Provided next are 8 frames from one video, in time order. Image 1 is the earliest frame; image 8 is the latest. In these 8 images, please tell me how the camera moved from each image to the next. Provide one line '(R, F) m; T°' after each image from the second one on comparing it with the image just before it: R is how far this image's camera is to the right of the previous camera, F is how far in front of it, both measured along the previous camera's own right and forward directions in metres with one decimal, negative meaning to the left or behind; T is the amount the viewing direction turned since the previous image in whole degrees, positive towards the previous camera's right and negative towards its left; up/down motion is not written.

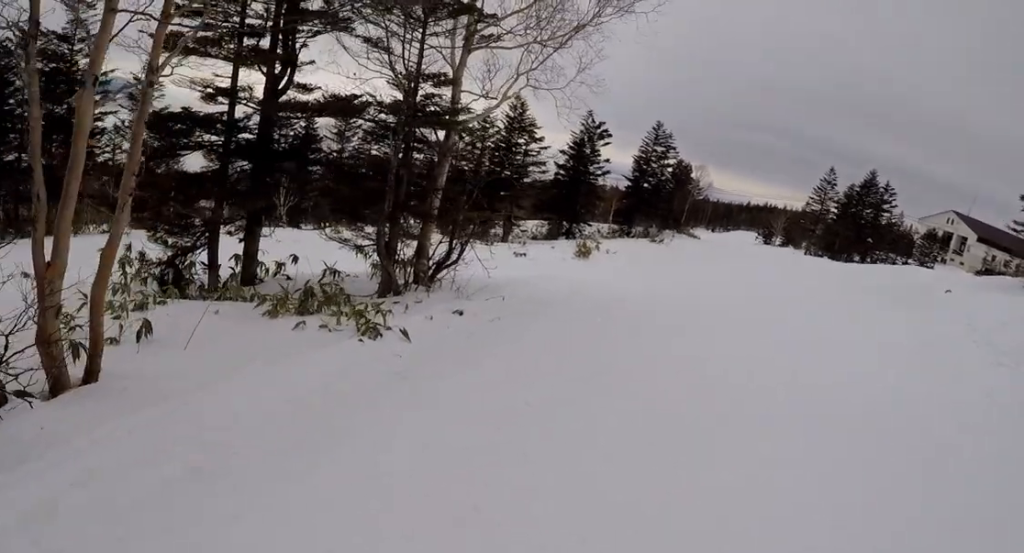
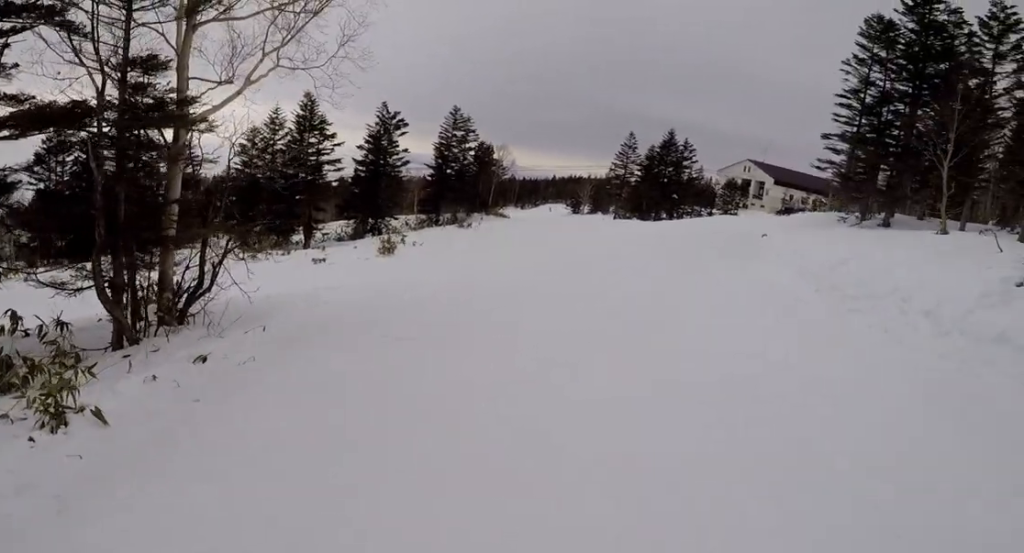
(+0.2, +2.6) m; +4°
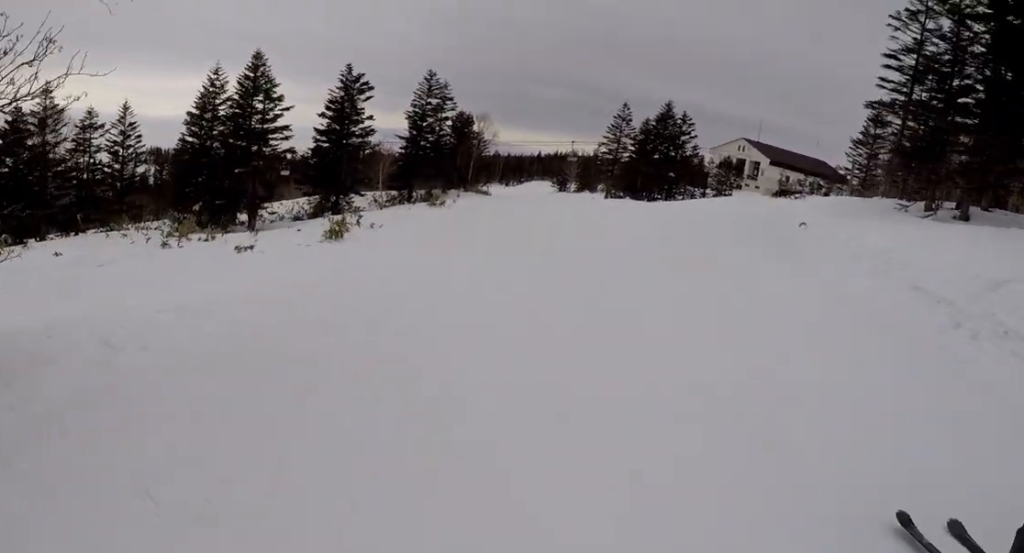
(0.0, +7.2) m; -4°
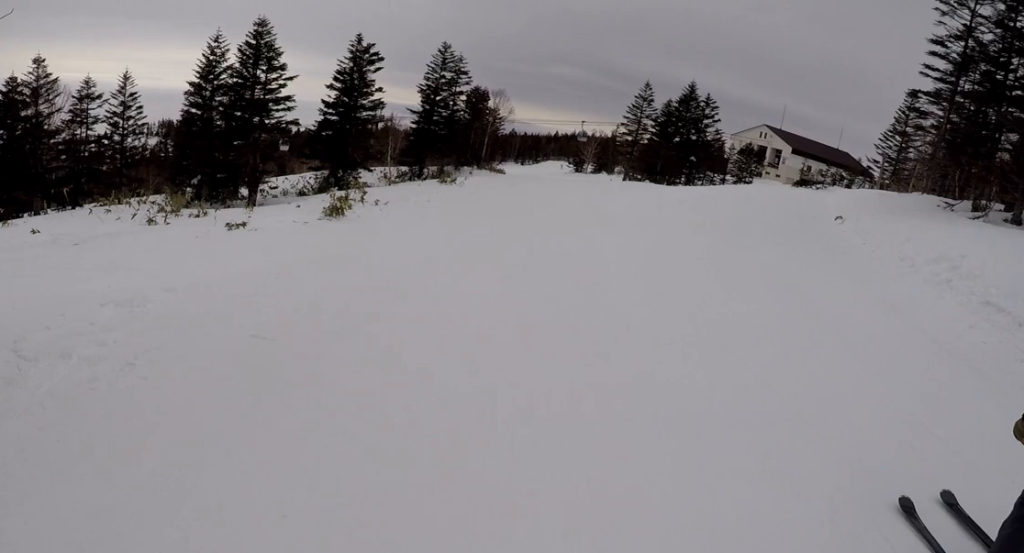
(+0.1, +2.0) m; -10°
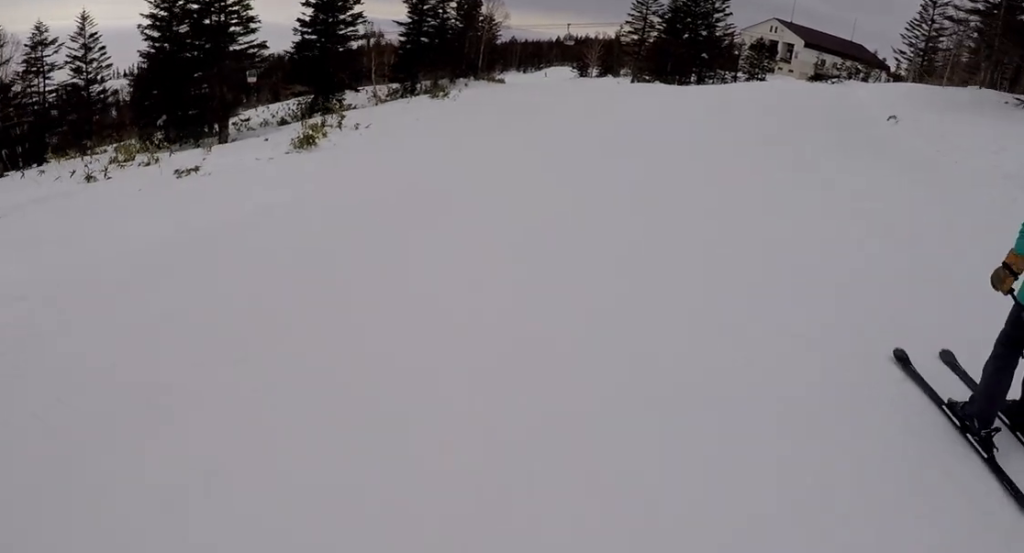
(-0.7, +3.3) m; -8°
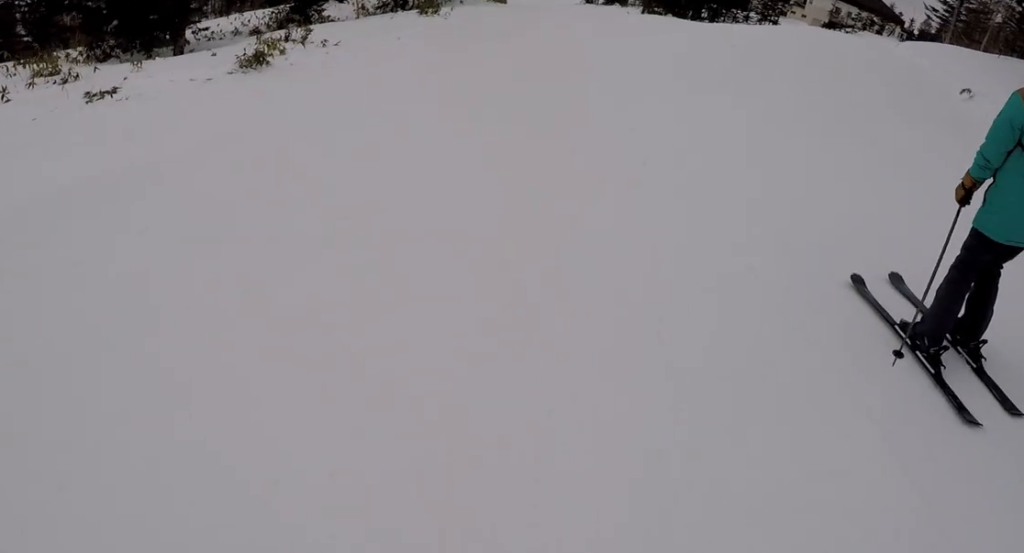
(-0.2, +3.8) m; +9°
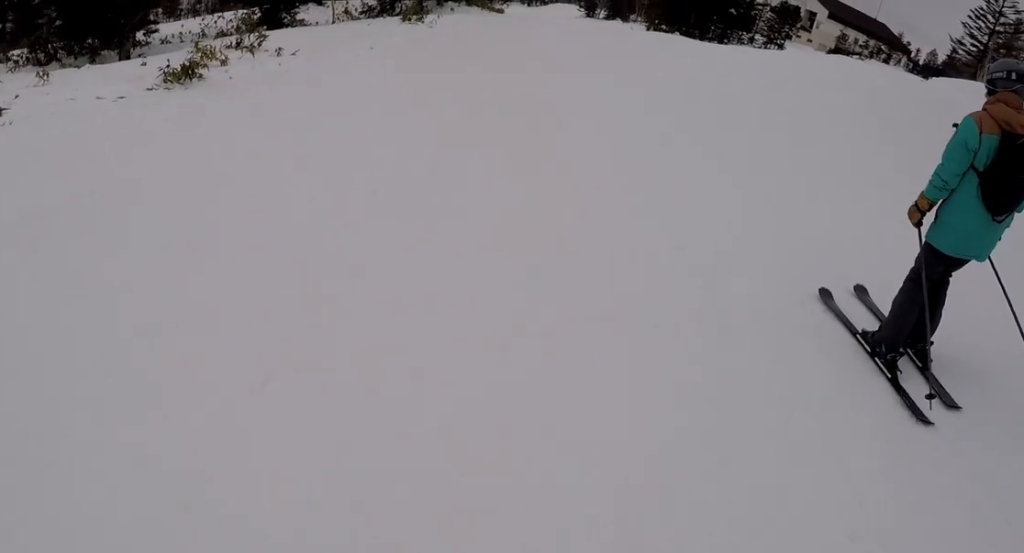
(+1.0, +4.1) m; +13°
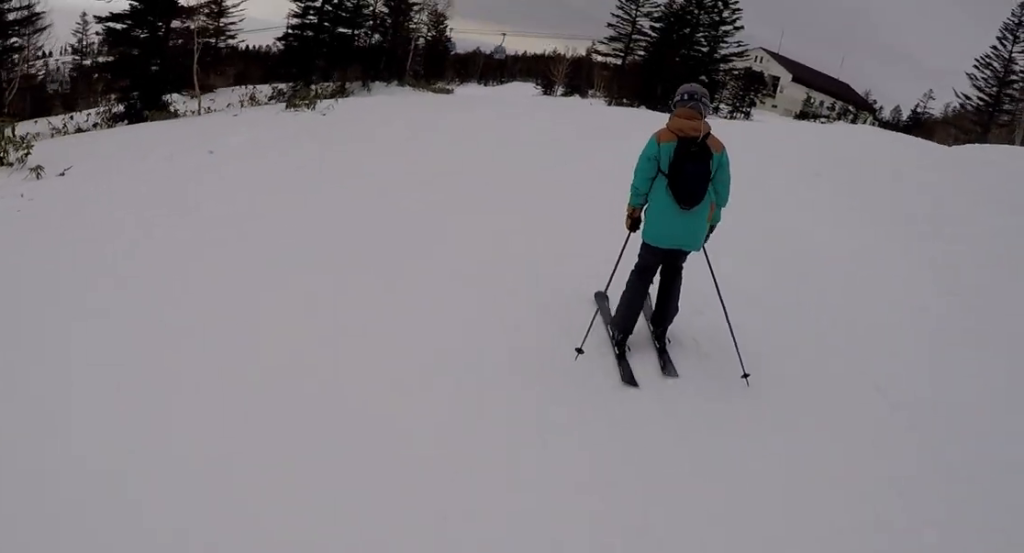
(0.0, +8.3) m; 0°
